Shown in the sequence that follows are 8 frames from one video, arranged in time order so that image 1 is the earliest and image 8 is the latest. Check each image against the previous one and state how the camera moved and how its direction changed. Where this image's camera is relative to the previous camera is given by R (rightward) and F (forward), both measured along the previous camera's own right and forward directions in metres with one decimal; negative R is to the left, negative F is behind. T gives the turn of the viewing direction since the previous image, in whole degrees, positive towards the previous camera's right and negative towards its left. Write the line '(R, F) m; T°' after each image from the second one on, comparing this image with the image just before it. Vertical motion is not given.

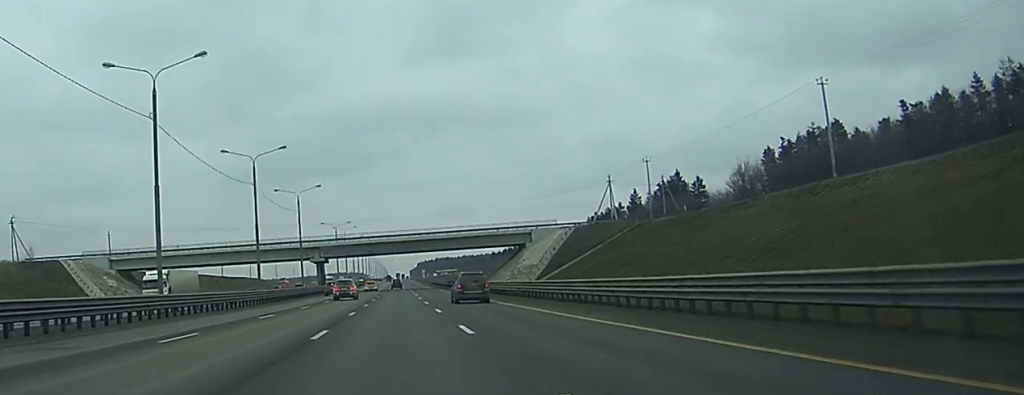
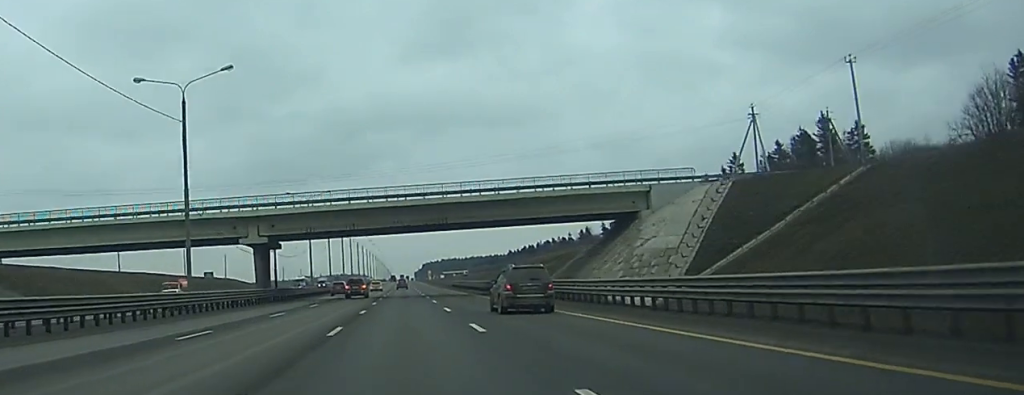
(-0.2, +62.8) m; 0°
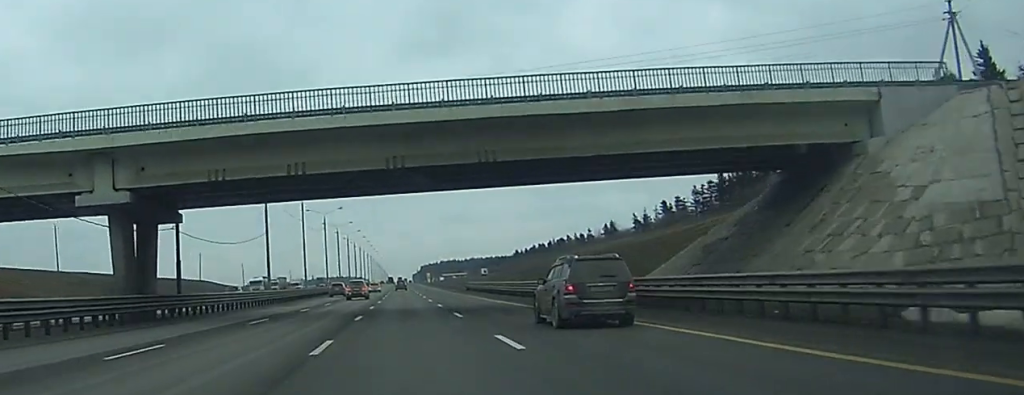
(0.0, +37.5) m; 0°
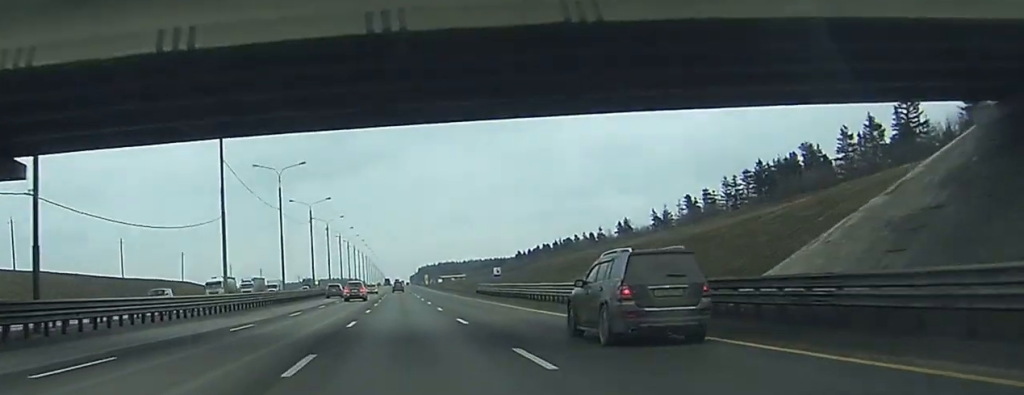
(0.0, +19.4) m; 0°
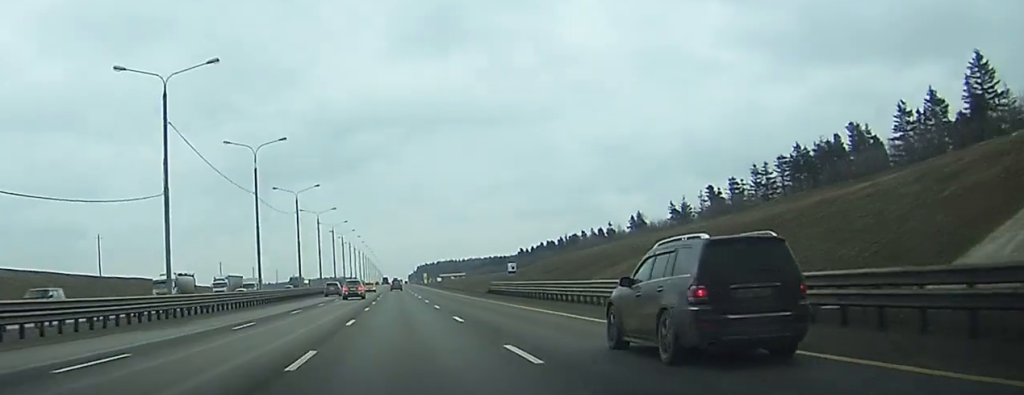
(0.0, +15.1) m; 0°
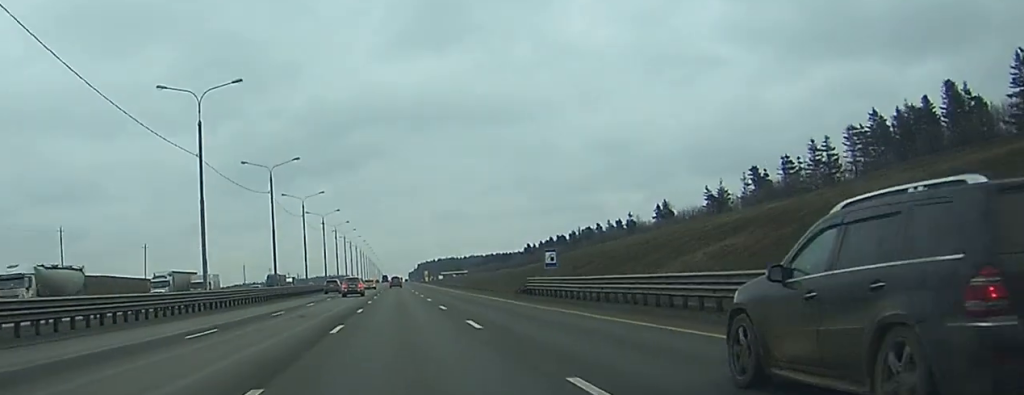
(0.0, +22.7) m; 0°
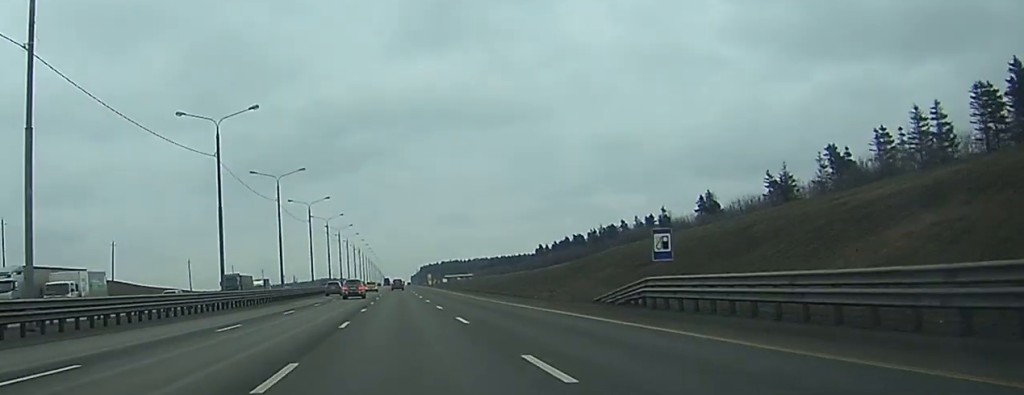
(0.0, +28.1) m; 0°
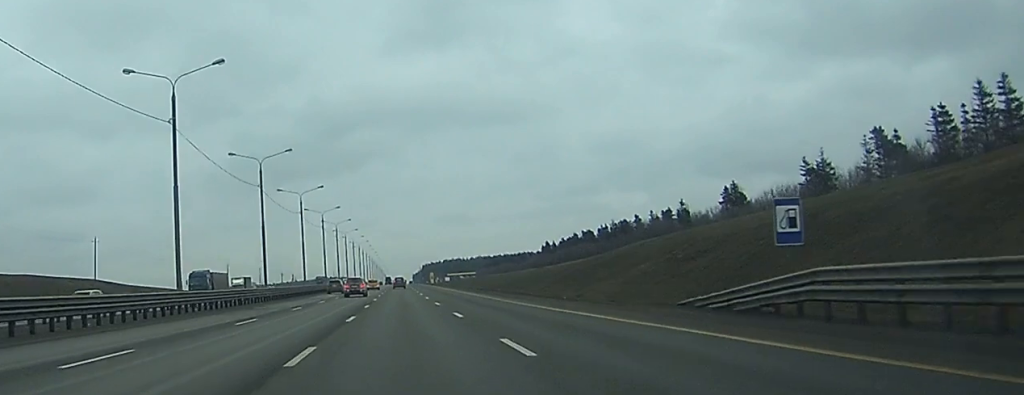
(0.0, +12.9) m; 0°
